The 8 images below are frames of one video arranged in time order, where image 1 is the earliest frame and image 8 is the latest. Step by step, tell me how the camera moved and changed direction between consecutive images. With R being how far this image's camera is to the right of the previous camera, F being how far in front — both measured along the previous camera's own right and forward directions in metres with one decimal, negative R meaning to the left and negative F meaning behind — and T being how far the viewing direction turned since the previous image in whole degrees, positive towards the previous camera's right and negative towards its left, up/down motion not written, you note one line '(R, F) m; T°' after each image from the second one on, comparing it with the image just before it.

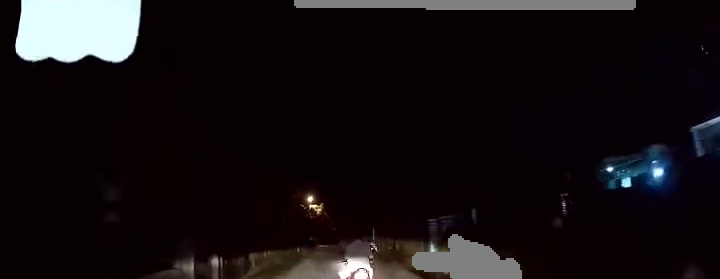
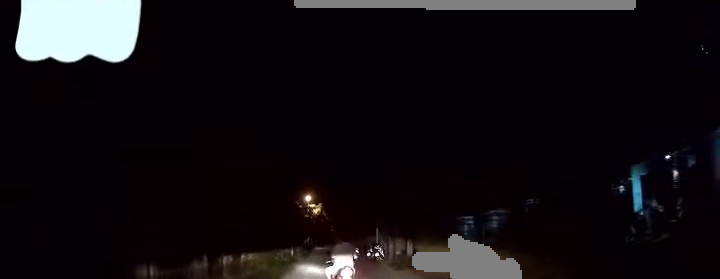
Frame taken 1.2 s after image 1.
(0.0, +4.0) m; +1°
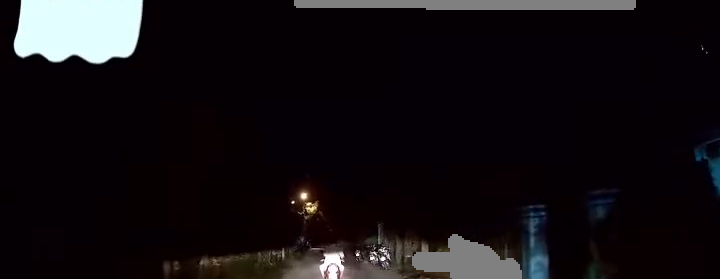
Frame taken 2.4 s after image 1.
(0.0, +4.1) m; 0°
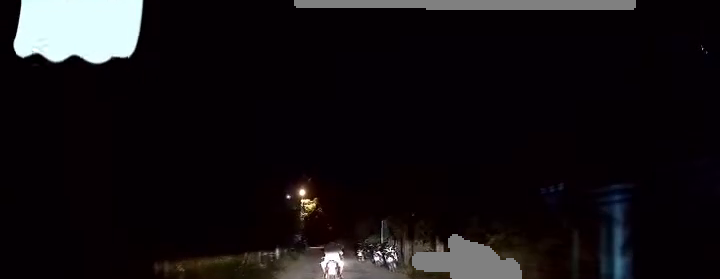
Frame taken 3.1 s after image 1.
(0.0, +2.6) m; 0°
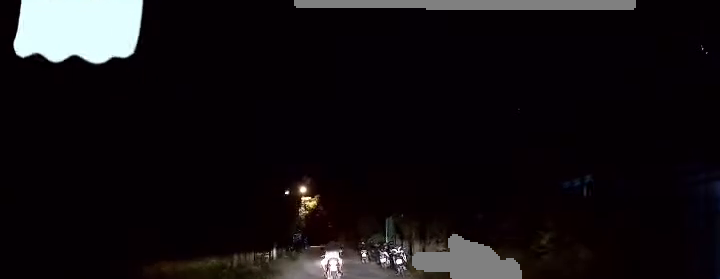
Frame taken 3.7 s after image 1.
(0.0, +1.8) m; 0°
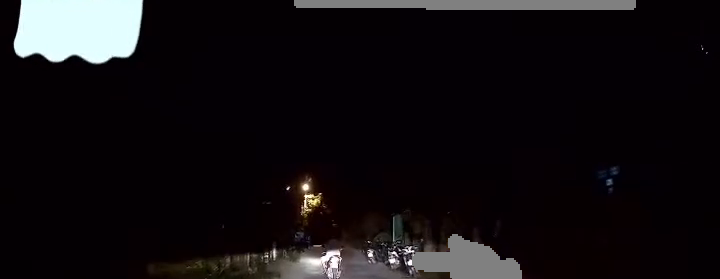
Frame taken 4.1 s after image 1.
(0.0, +1.5) m; 0°
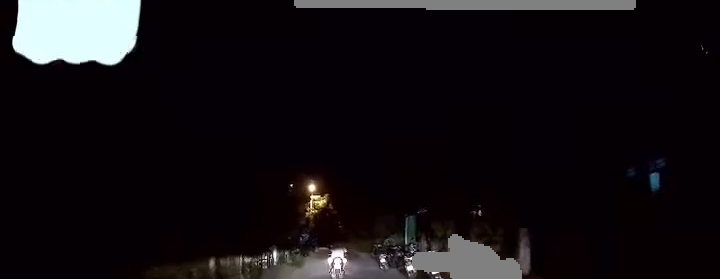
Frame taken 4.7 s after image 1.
(0.0, +2.2) m; -1°
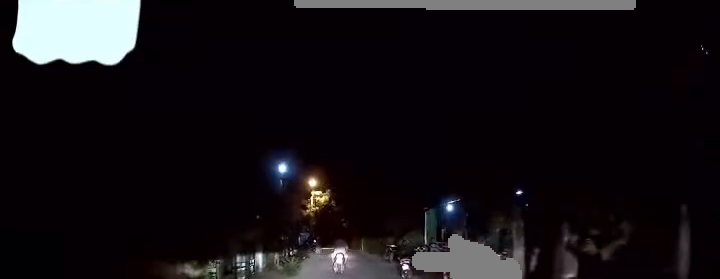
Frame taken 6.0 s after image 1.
(-0.1, +4.6) m; -1°
